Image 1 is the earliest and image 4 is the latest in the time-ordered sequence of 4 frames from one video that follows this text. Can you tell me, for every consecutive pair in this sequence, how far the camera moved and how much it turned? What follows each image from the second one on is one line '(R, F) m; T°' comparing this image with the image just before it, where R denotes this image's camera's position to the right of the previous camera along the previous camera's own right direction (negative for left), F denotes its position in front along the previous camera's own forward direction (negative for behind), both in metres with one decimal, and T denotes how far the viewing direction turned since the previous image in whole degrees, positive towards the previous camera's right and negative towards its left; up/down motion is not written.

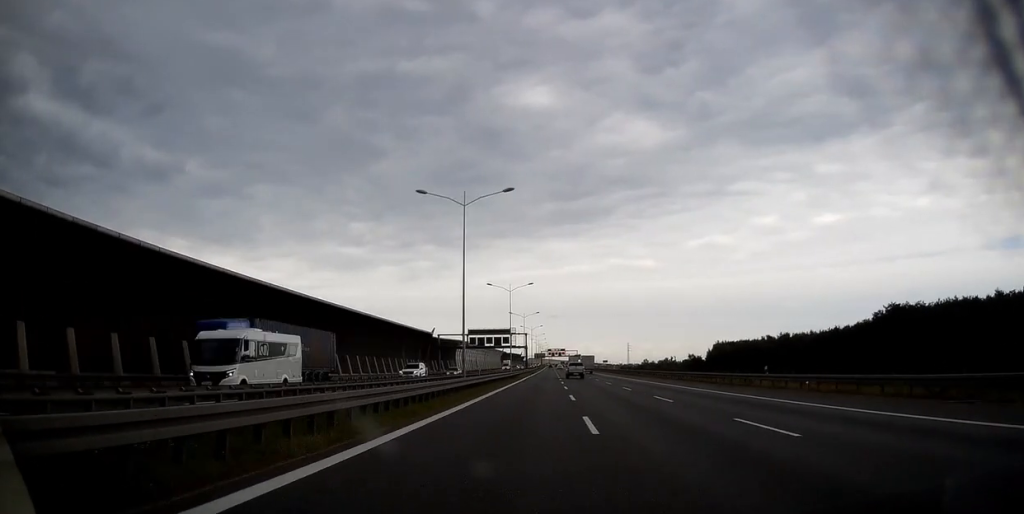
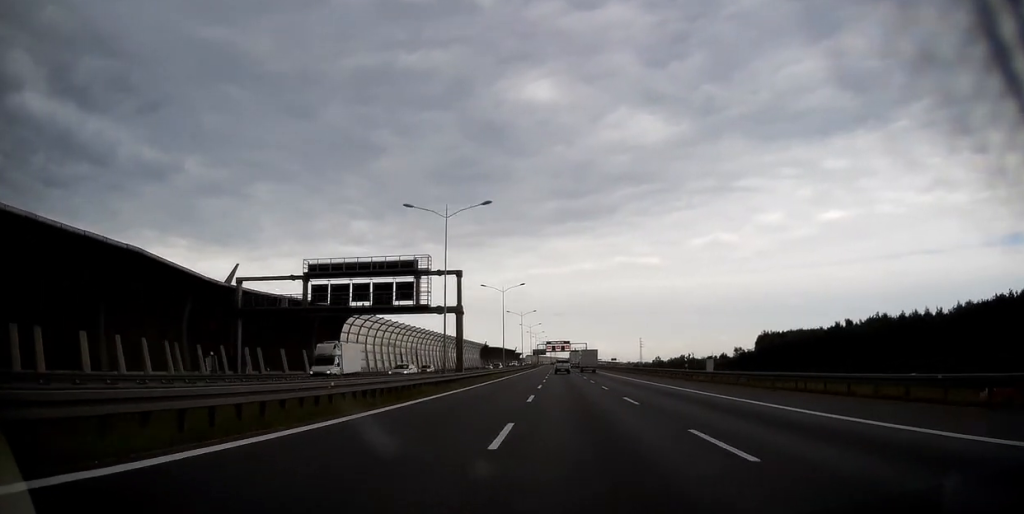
(+0.1, +86.8) m; 0°
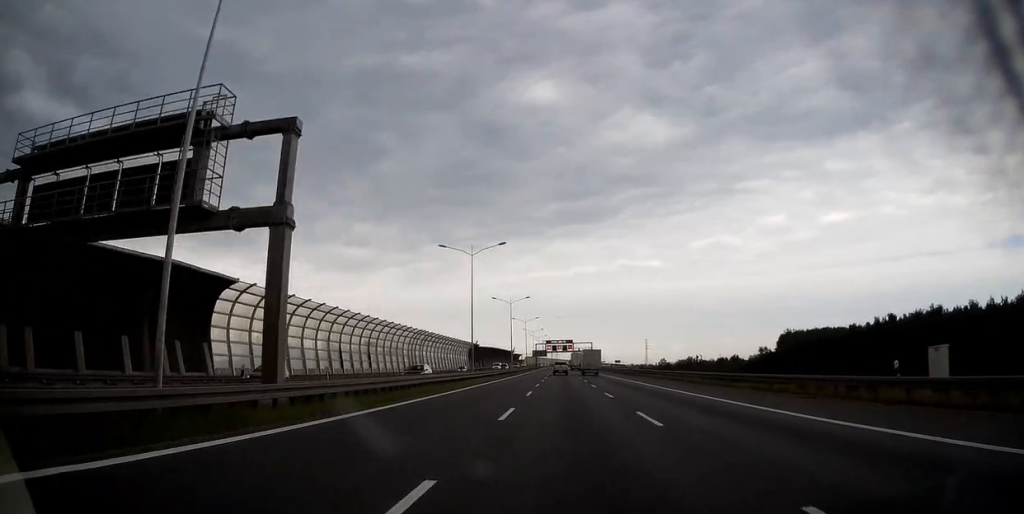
(0.0, +30.6) m; 0°
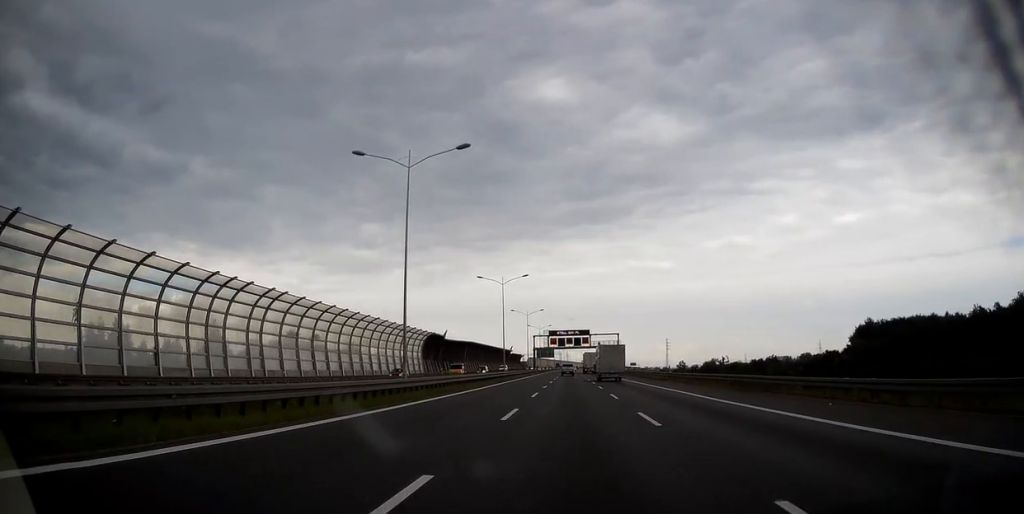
(-0.7, +71.6) m; -1°
